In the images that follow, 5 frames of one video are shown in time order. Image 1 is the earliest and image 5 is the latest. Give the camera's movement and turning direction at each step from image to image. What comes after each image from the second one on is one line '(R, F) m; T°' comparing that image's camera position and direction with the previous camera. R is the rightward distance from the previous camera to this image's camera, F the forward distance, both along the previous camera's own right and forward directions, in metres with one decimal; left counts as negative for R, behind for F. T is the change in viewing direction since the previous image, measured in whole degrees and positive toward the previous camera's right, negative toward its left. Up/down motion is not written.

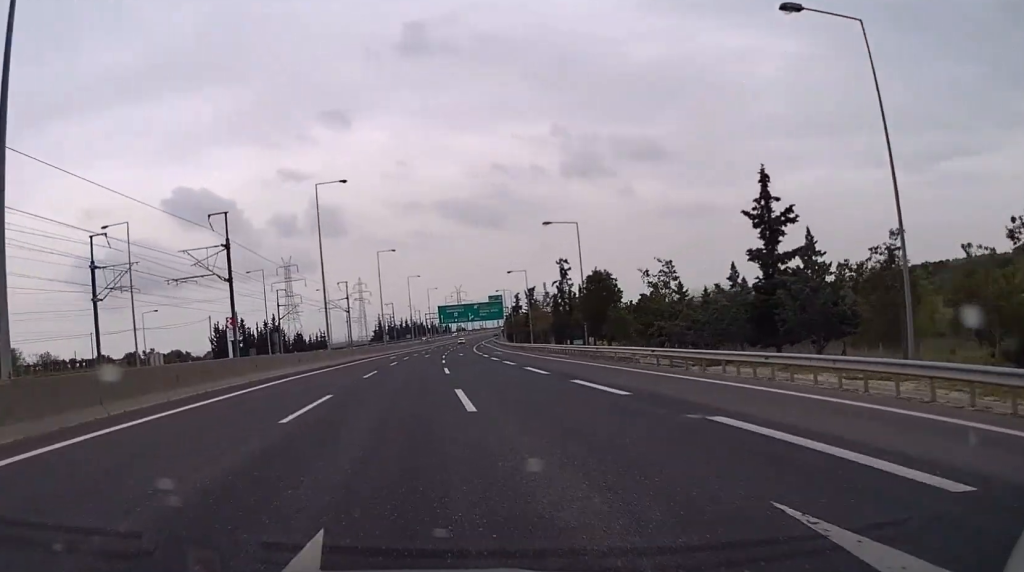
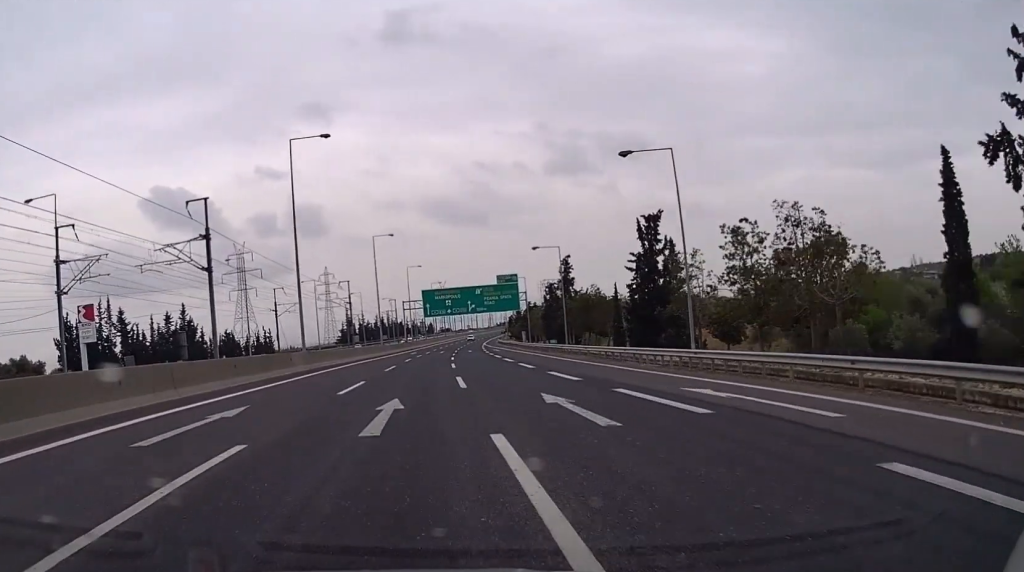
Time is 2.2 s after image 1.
(+0.8, +64.8) m; +1°
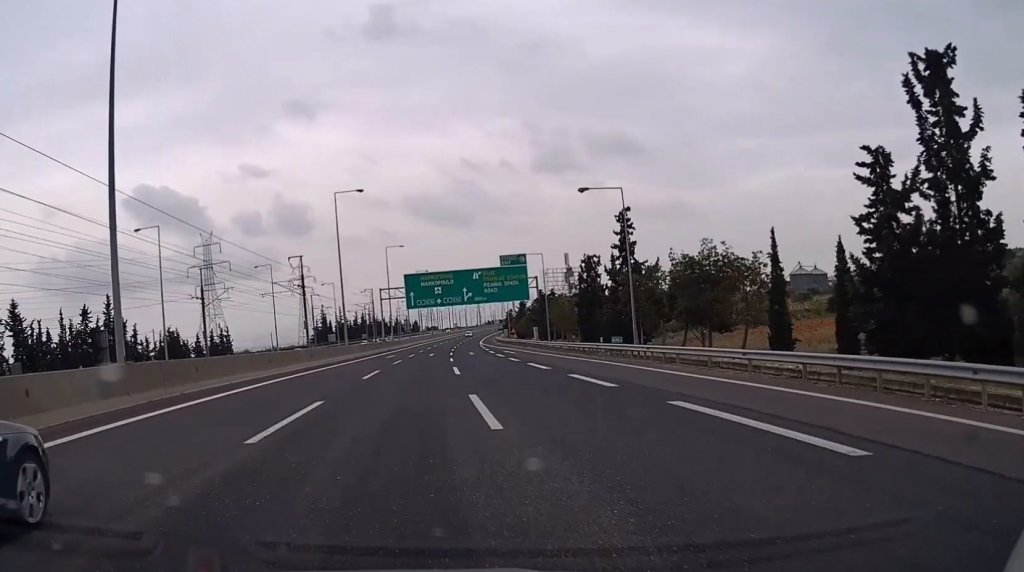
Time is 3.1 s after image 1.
(+0.2, +28.8) m; +1°
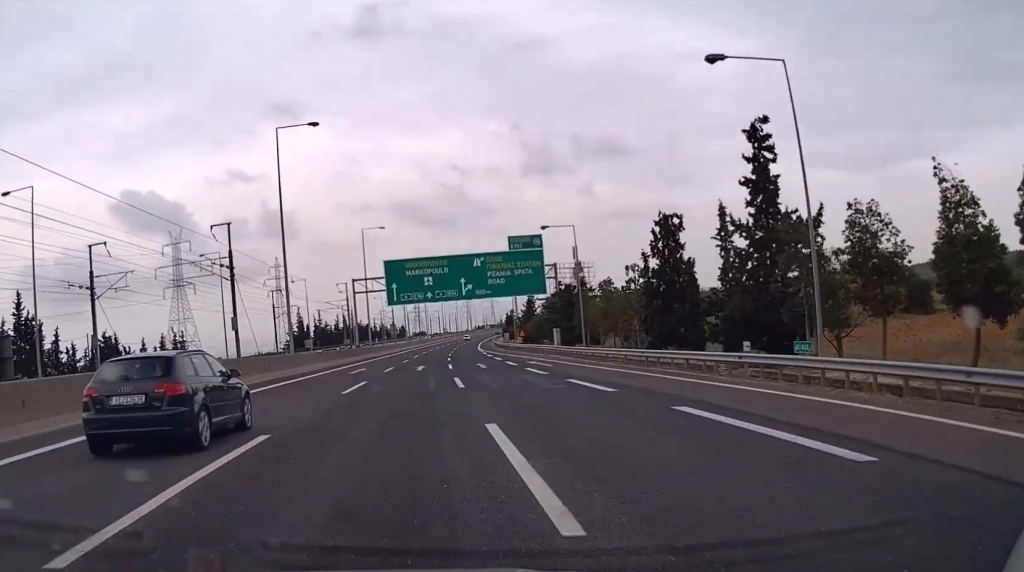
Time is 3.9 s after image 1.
(+0.3, +23.9) m; +1°
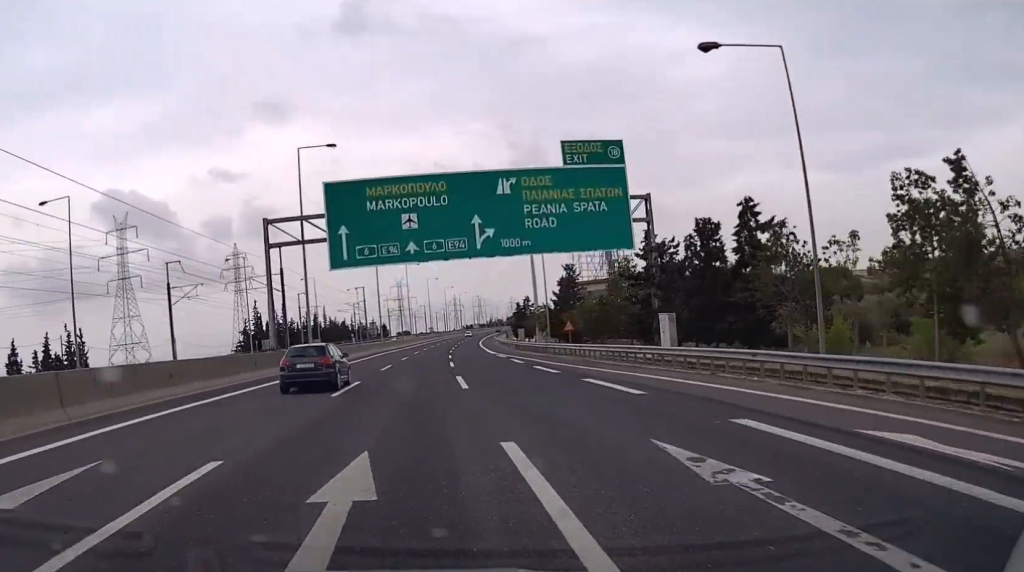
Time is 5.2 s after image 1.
(+0.2, +38.7) m; +1°
